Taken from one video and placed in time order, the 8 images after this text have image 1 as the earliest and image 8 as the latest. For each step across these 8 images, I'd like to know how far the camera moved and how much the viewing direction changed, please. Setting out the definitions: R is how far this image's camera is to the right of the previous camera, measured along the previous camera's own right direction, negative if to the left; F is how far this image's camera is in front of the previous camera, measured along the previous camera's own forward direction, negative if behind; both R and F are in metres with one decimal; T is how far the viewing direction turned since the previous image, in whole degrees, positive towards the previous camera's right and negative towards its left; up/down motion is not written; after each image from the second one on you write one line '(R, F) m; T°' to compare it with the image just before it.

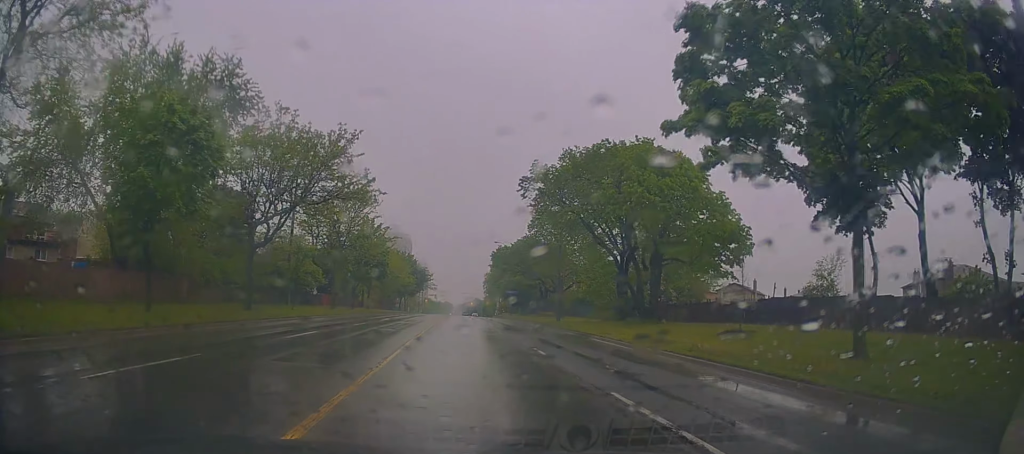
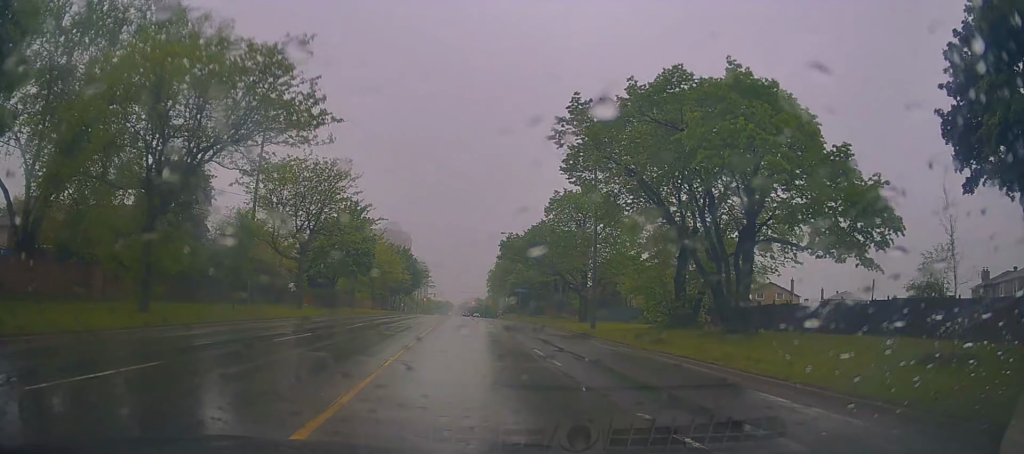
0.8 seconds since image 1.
(-0.4, +11.2) m; 0°
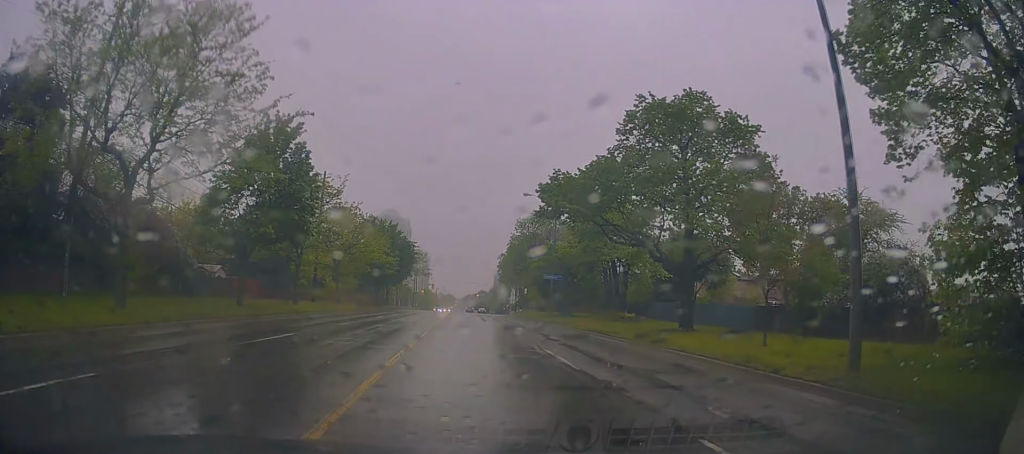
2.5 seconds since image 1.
(+0.5, +23.5) m; +1°
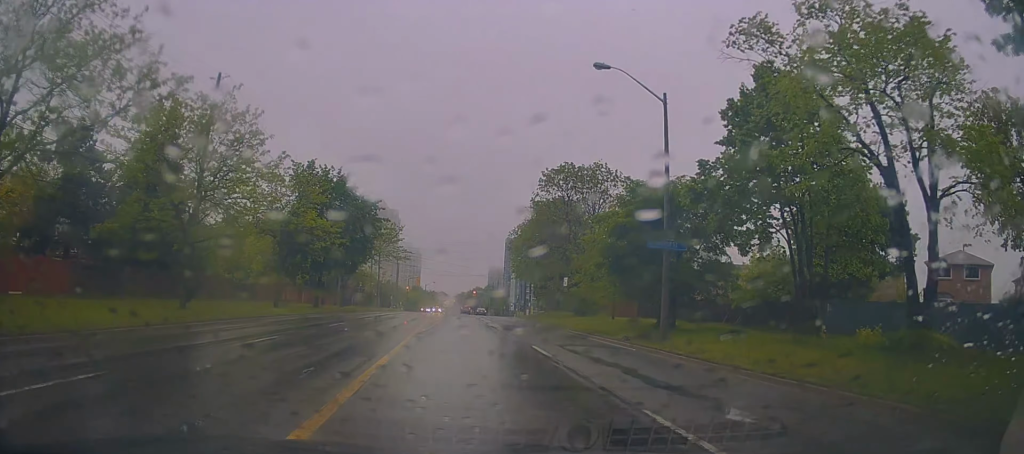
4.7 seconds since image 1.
(+0.4, +29.4) m; -1°
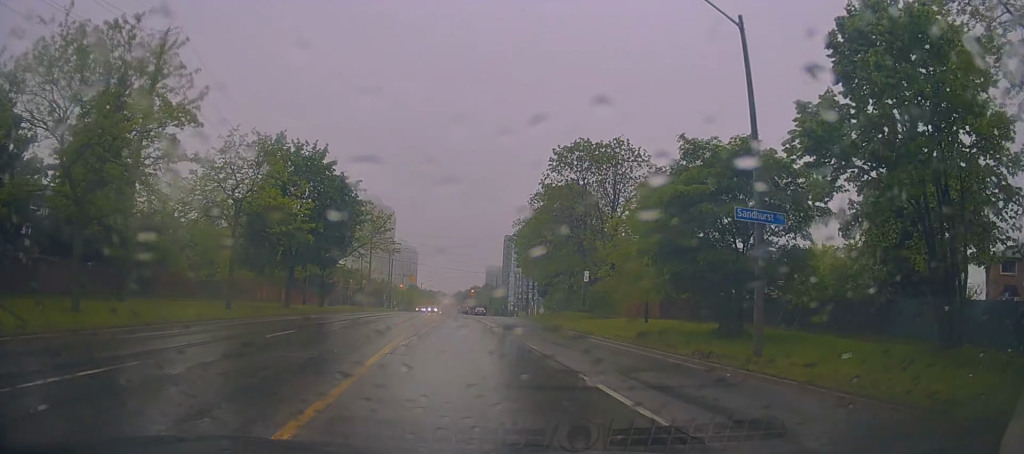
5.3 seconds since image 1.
(-0.4, +7.6) m; +2°
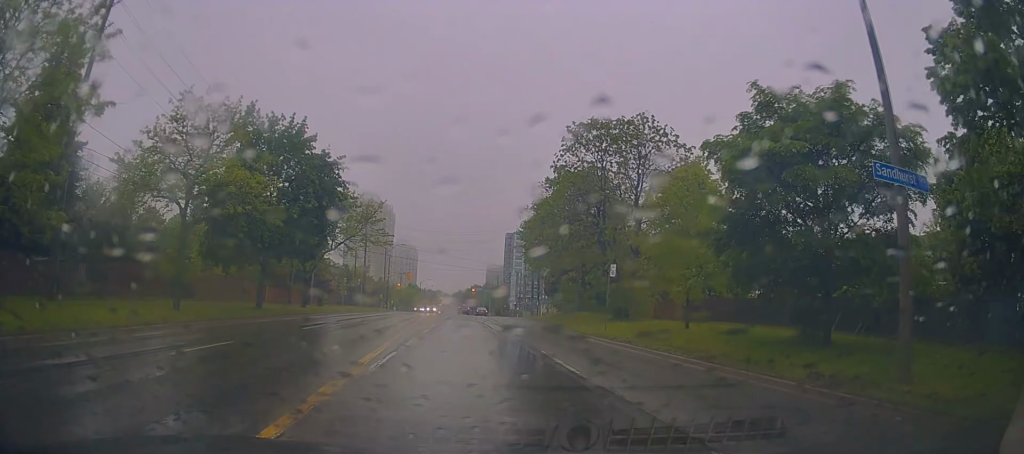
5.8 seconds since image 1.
(+0.1, +6.1) m; +1°
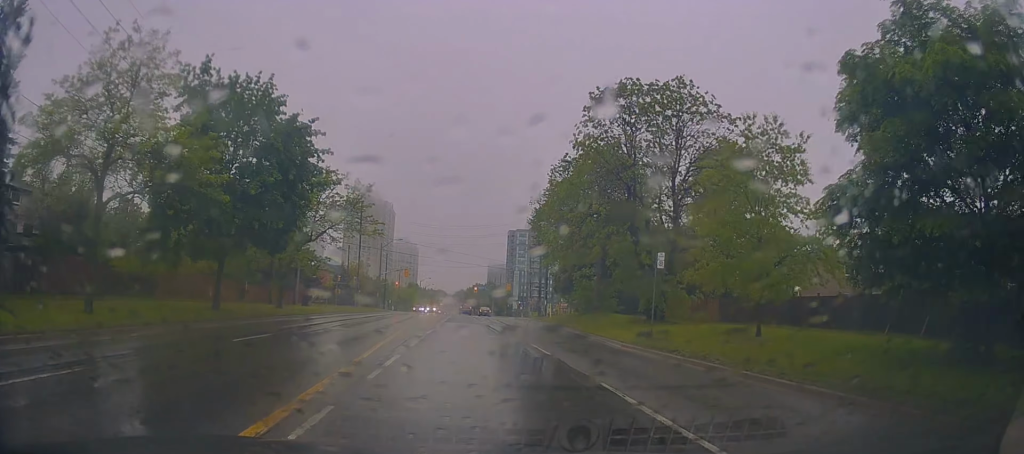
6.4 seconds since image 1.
(+0.5, +6.6) m; +1°
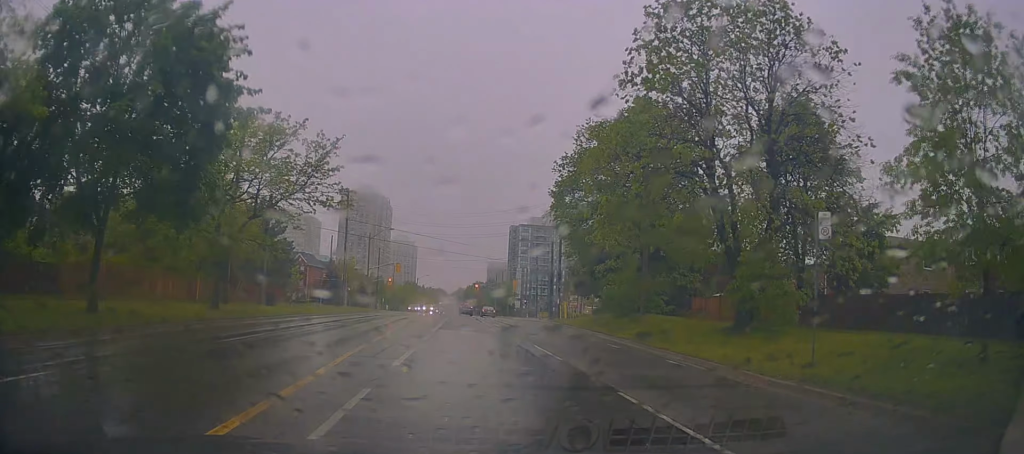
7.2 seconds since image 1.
(-0.2, +10.2) m; -4°
